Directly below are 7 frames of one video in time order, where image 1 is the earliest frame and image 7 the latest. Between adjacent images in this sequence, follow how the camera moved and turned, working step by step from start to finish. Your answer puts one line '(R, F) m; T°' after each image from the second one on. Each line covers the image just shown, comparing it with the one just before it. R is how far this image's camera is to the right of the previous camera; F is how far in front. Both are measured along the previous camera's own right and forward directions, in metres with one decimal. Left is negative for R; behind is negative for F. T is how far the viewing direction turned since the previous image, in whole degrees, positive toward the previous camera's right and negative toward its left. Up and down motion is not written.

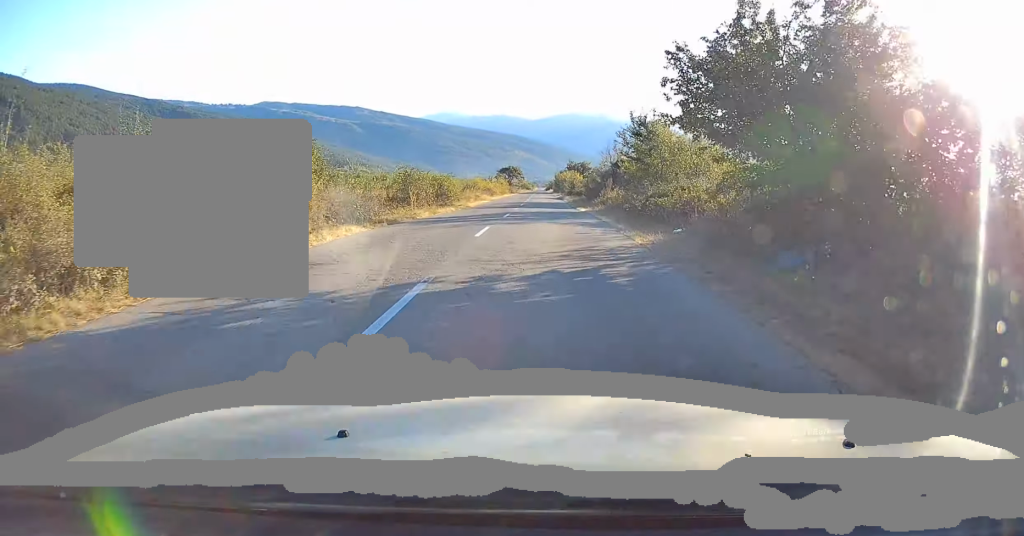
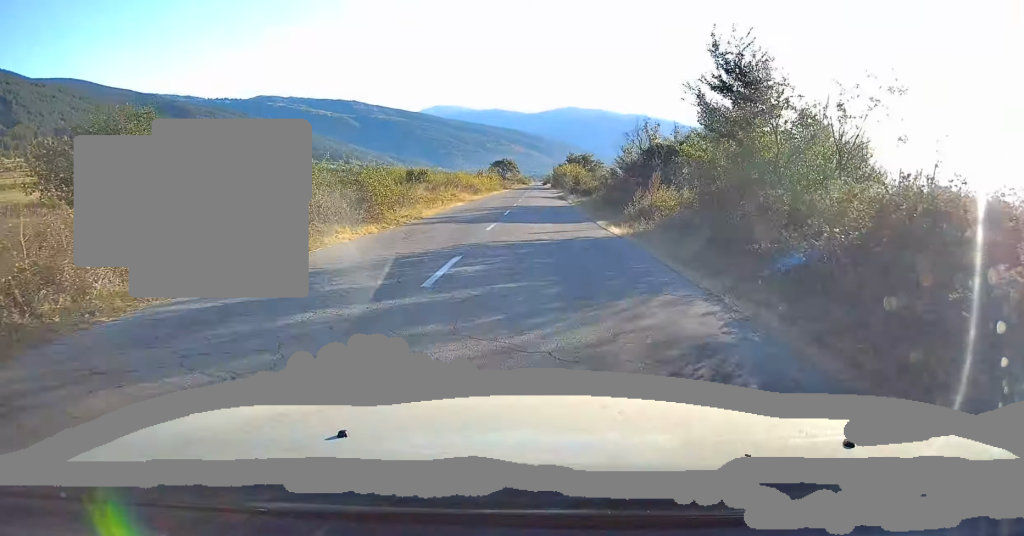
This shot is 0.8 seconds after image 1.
(-0.1, +15.5) m; 0°
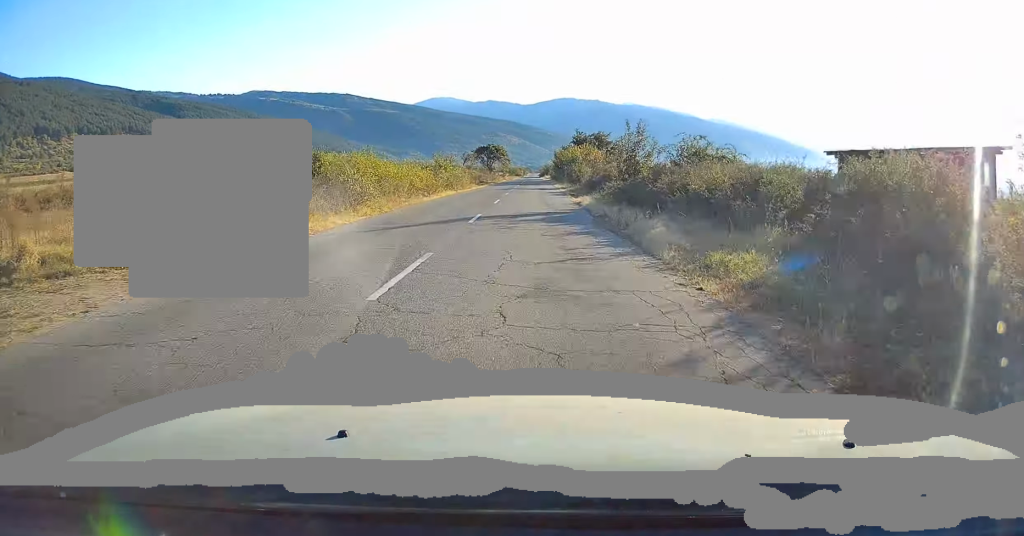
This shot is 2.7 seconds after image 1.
(+0.4, +37.7) m; +1°
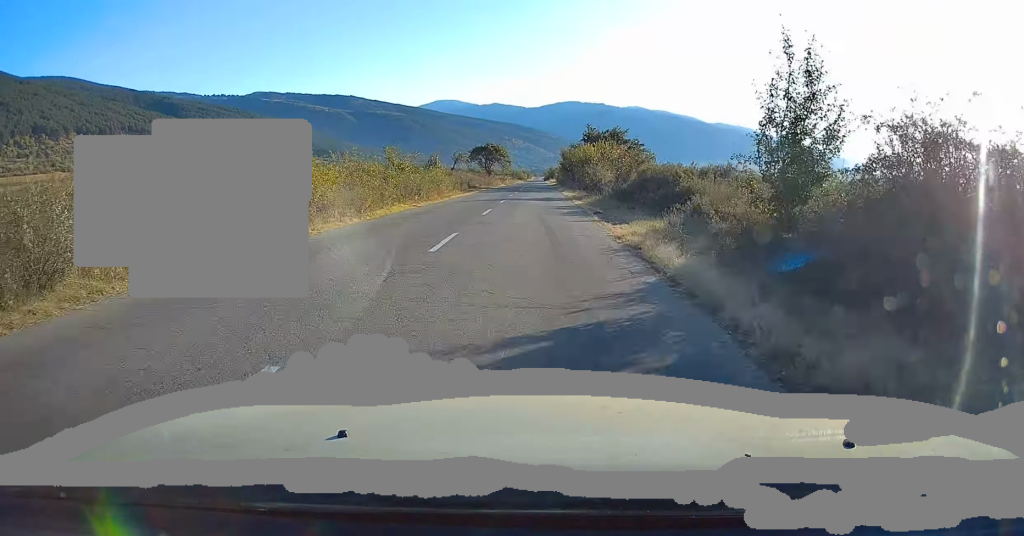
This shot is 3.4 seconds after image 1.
(+0.1, +14.5) m; -1°
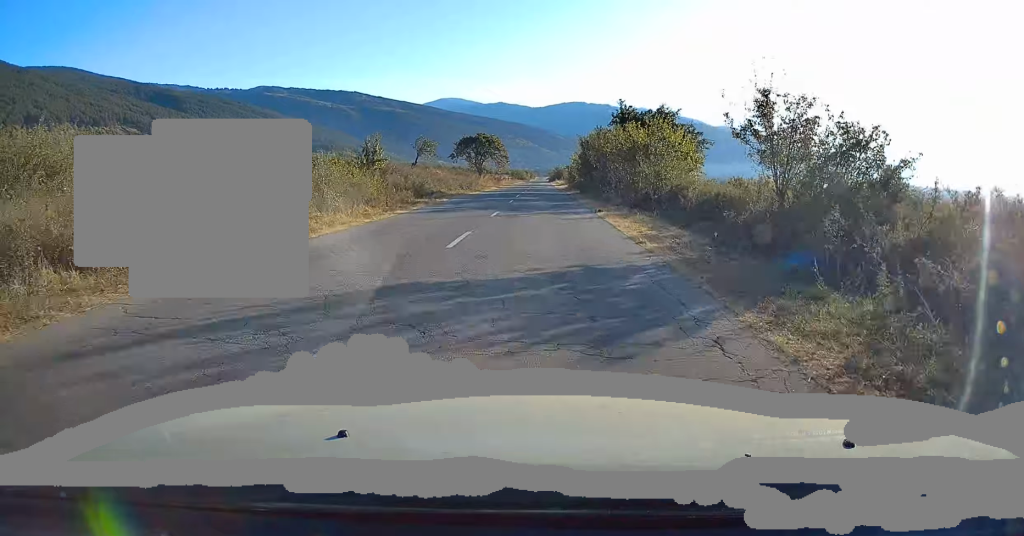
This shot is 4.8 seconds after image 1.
(-0.3, +27.1) m; 0°
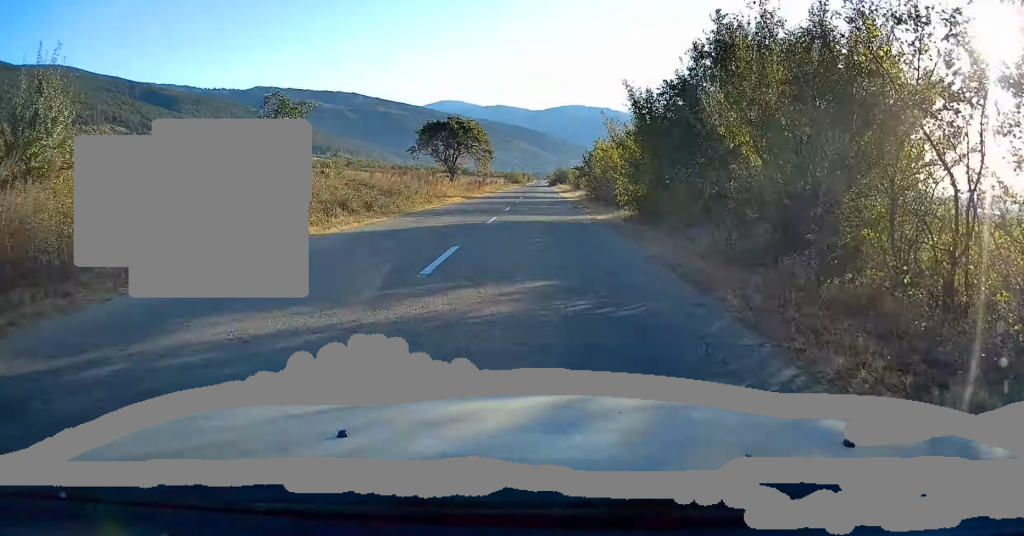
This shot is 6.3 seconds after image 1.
(-0.1, +29.7) m; 0°
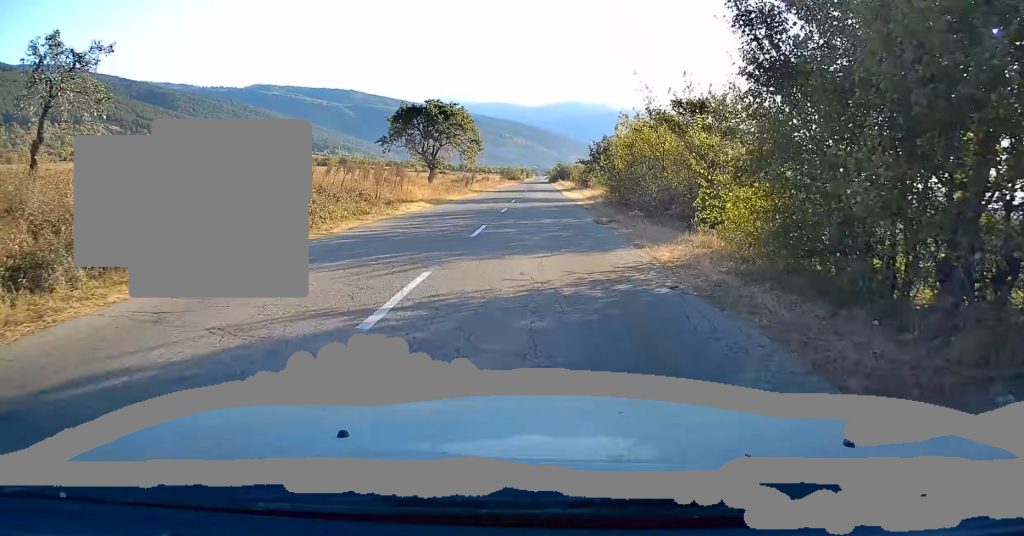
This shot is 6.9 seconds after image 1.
(0.0, +12.4) m; 0°
